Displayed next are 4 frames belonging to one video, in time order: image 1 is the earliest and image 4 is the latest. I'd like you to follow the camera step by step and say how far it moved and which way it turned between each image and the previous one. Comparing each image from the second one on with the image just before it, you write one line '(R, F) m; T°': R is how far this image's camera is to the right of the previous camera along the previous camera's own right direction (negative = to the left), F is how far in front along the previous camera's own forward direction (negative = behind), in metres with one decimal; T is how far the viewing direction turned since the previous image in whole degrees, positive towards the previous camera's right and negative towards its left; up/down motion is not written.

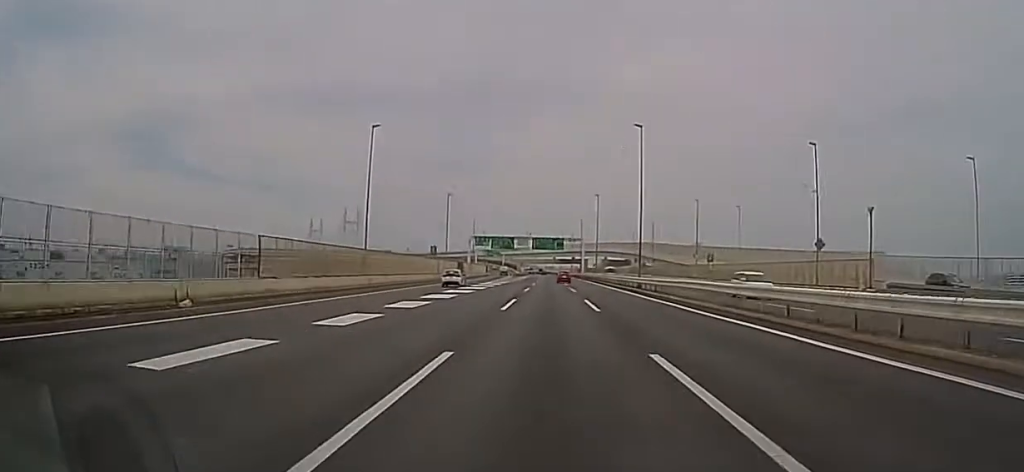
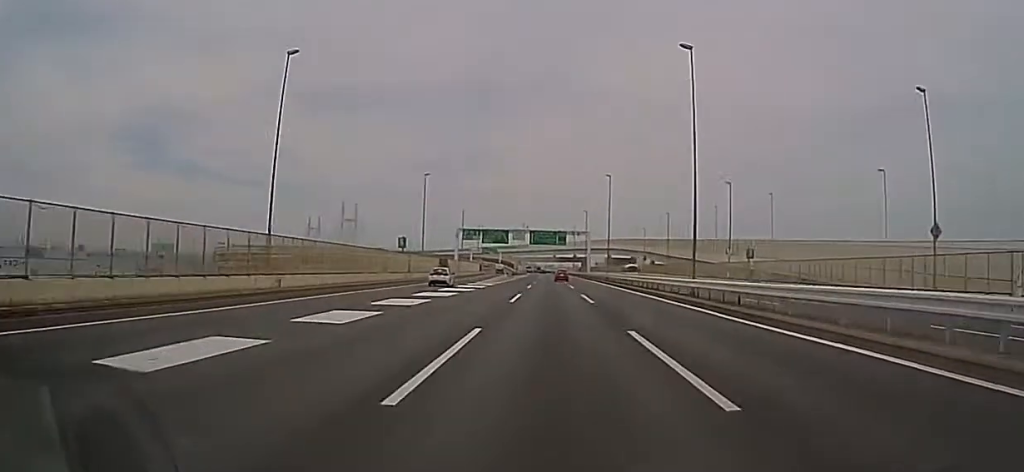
(-0.5, +16.9) m; 0°
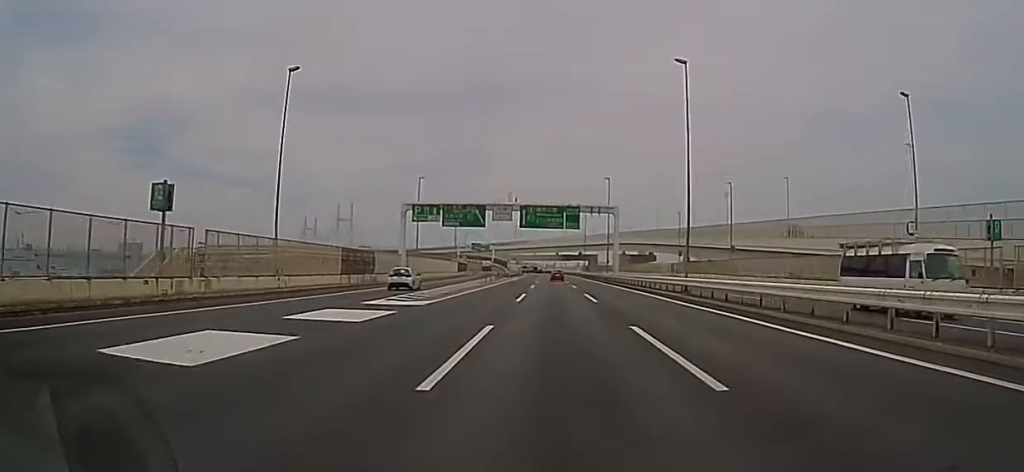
(+0.2, +38.1) m; 0°
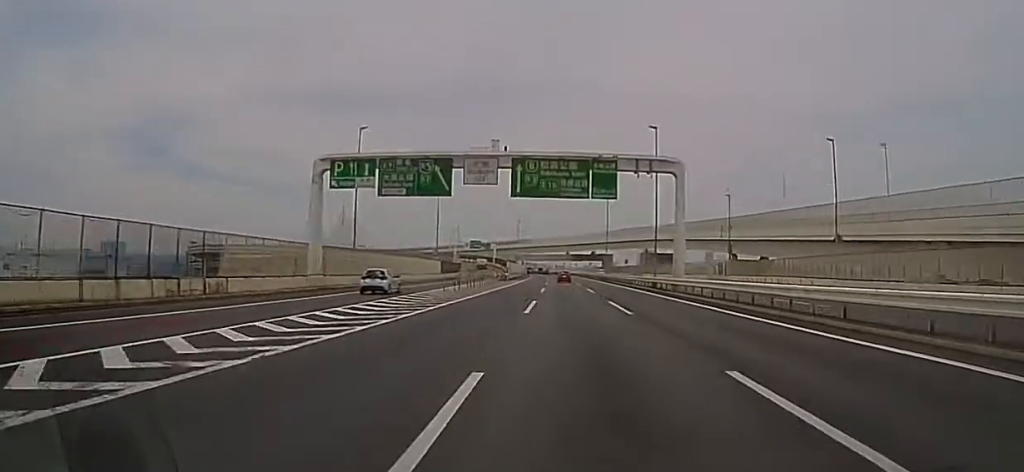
(-1.8, +26.5) m; -5°
